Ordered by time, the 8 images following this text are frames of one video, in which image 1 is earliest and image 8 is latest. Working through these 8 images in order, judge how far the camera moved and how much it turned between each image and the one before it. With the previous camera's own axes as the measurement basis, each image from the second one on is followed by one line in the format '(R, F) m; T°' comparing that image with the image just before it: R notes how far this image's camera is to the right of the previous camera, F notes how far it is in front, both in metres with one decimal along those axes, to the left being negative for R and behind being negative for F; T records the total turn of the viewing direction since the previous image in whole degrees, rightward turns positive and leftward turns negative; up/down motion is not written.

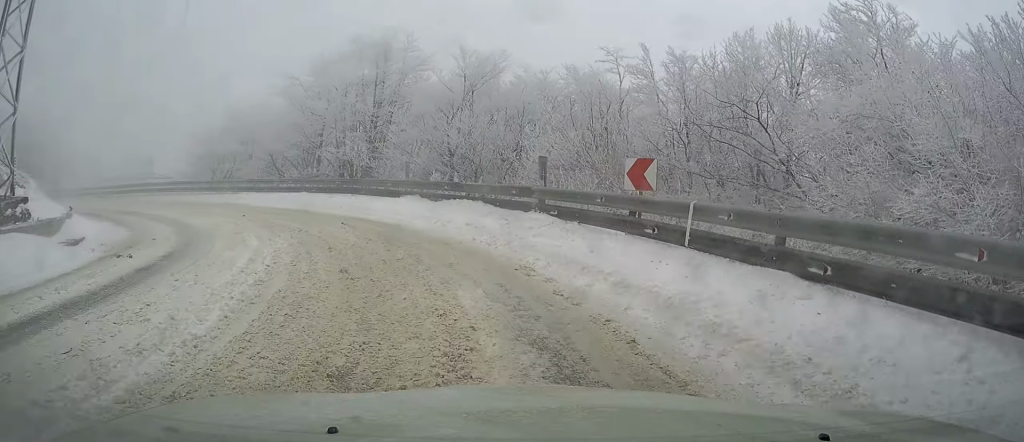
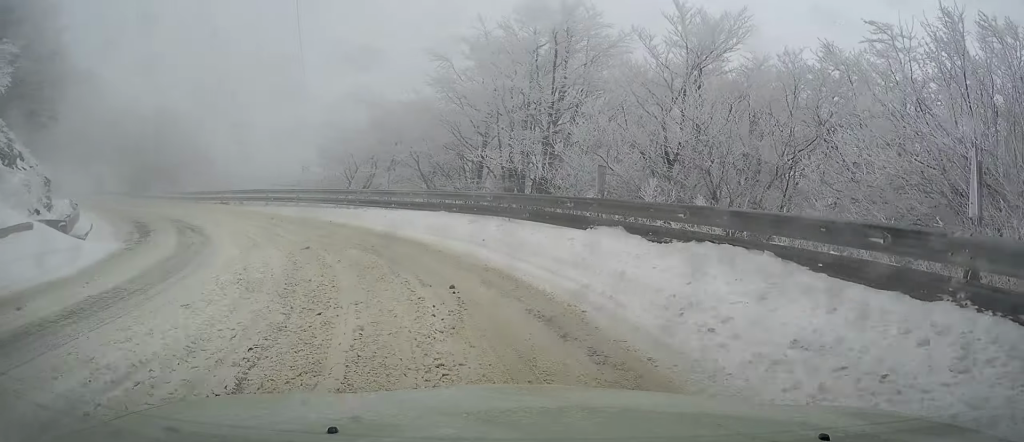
(-2.1, +7.8) m; -24°
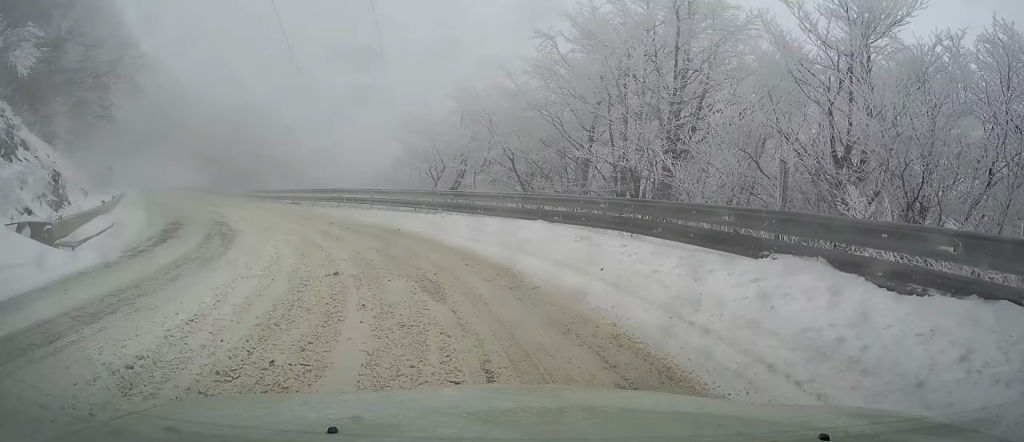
(-0.2, +3.5) m; -9°
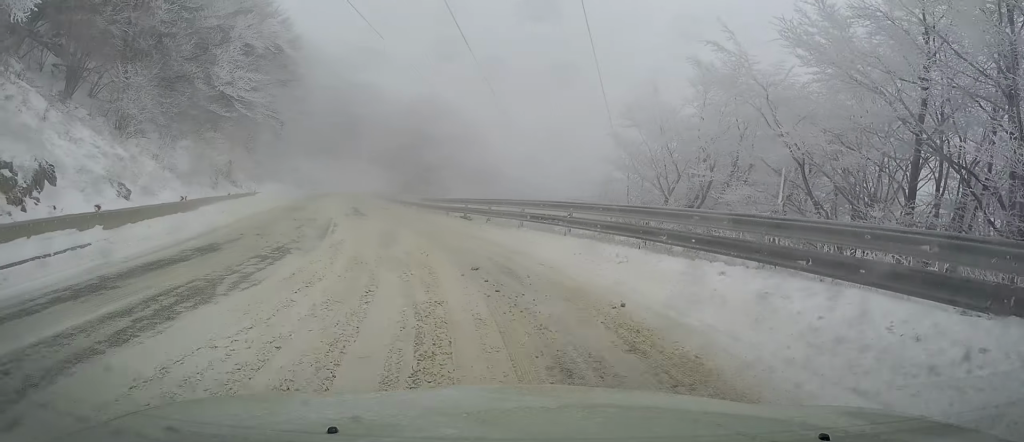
(-1.6, +8.5) m; -17°
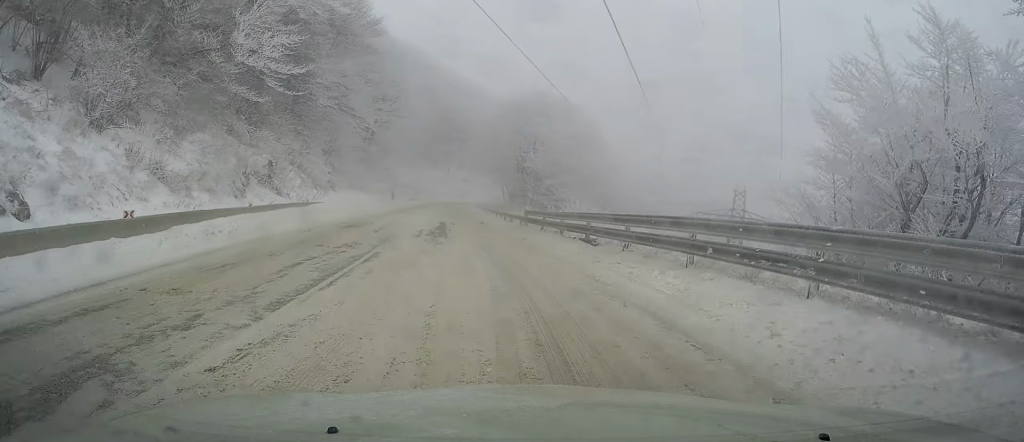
(-0.5, +7.4) m; -6°
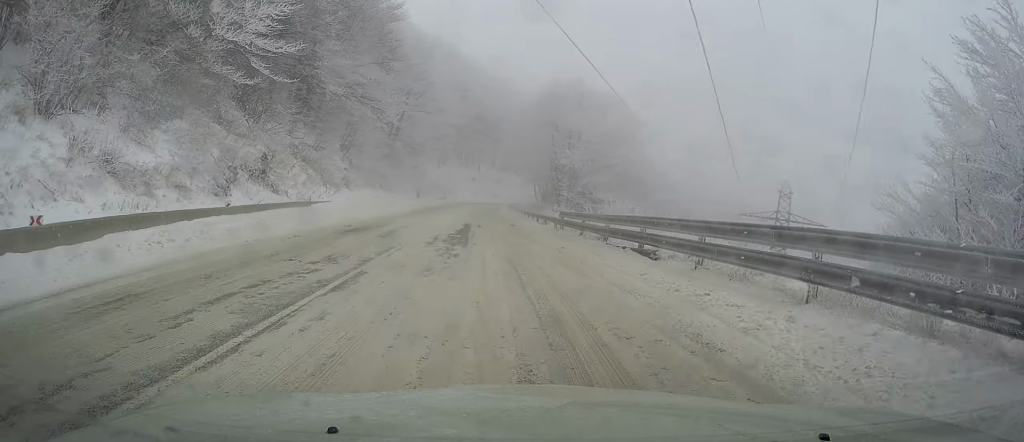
(0.0, +3.2) m; -1°
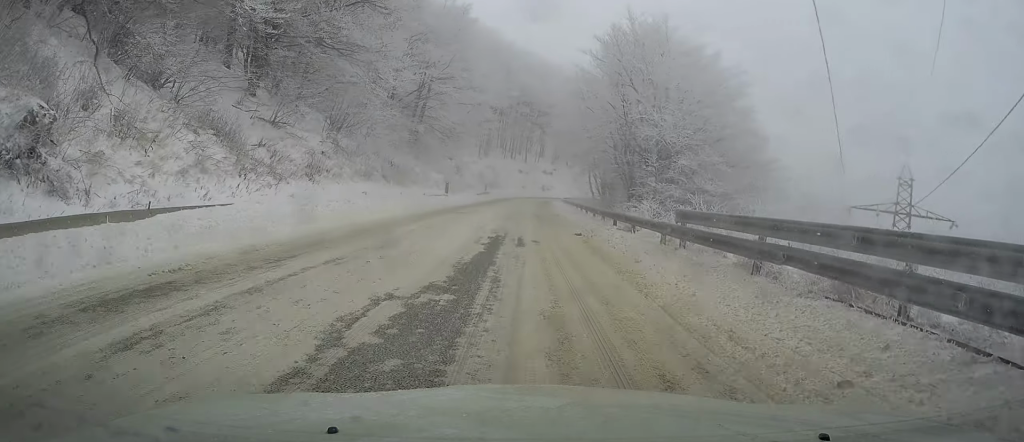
(-0.4, +12.5) m; -3°
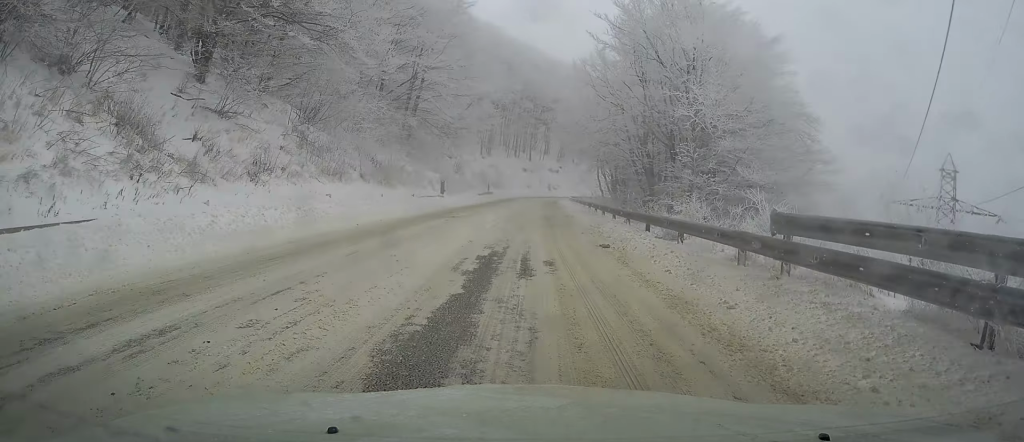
(0.0, +5.0) m; -1°
